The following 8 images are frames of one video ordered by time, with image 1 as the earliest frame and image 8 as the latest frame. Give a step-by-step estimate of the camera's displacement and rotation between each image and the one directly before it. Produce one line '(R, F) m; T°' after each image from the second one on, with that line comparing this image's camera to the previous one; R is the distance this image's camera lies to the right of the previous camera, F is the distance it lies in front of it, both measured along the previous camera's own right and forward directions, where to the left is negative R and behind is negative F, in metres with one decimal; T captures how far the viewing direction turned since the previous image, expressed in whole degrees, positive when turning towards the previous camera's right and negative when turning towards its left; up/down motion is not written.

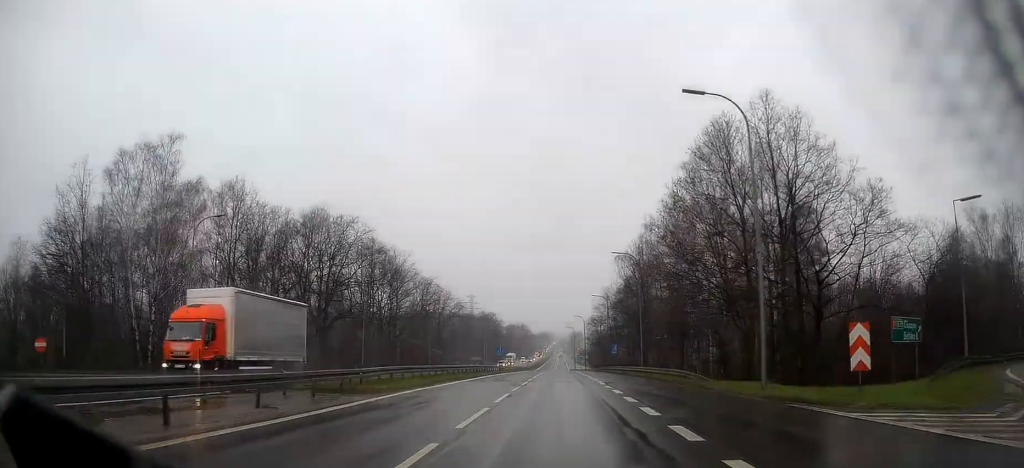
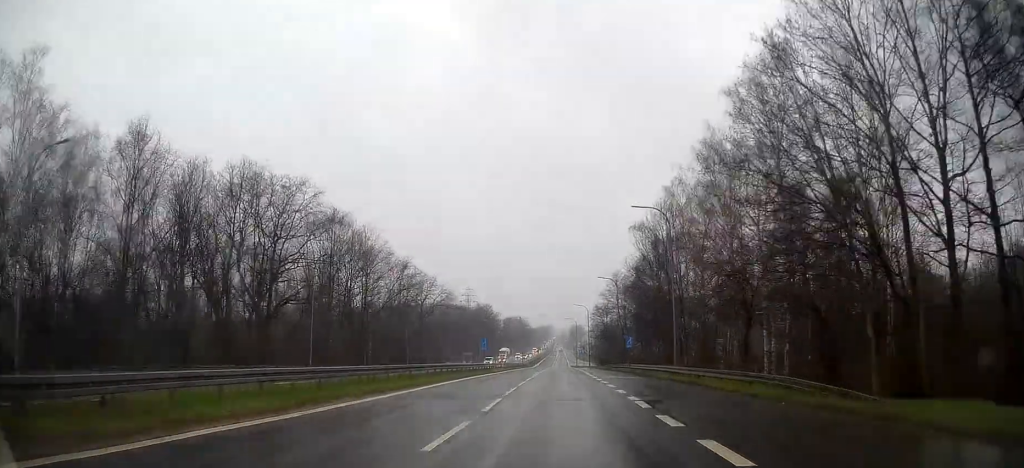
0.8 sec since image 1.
(0.0, +14.8) m; 0°
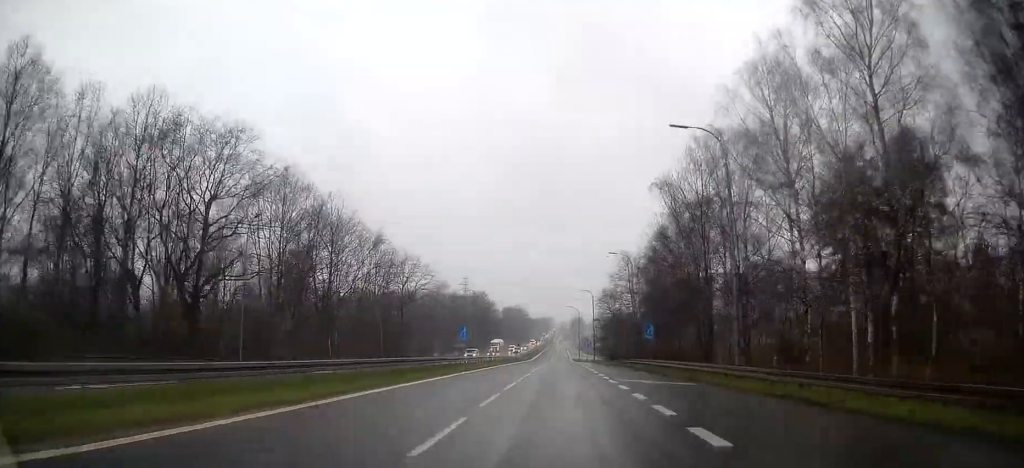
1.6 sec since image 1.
(0.0, +12.9) m; +1°
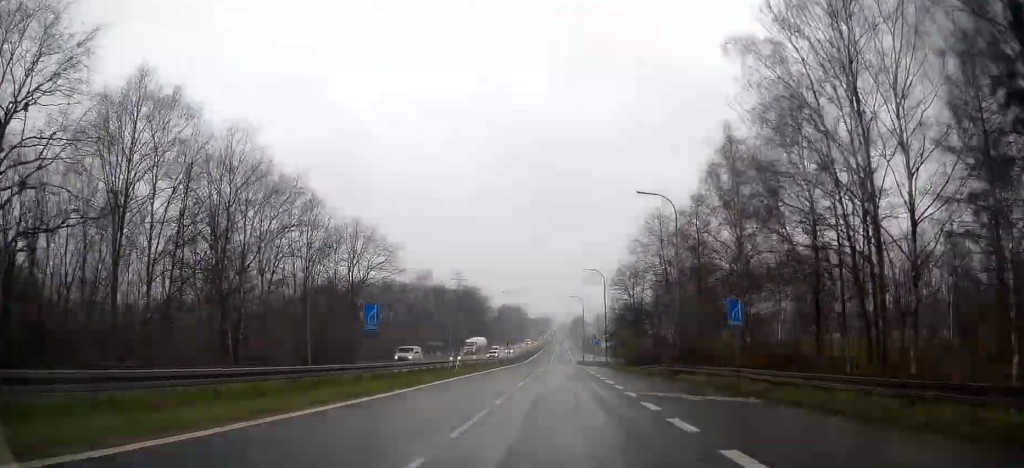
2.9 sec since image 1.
(+0.1, +22.3) m; -1°
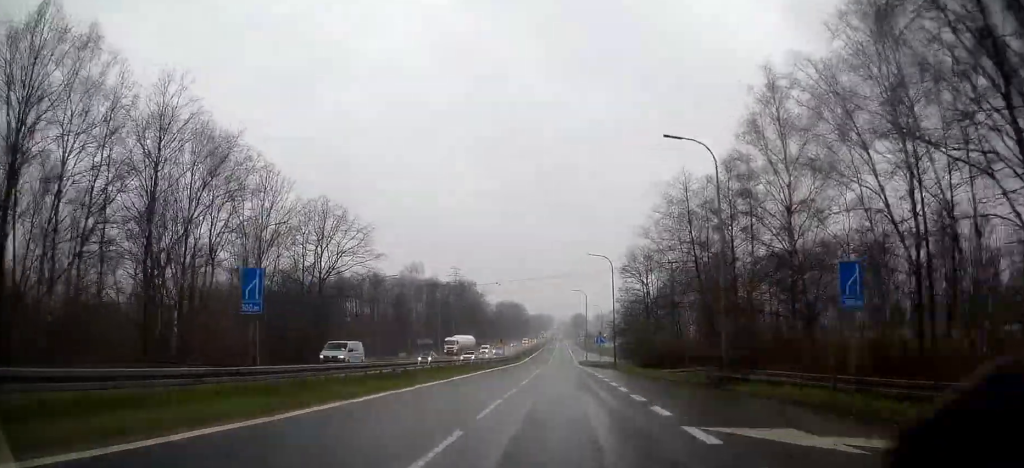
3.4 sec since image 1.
(-0.2, +9.5) m; -1°
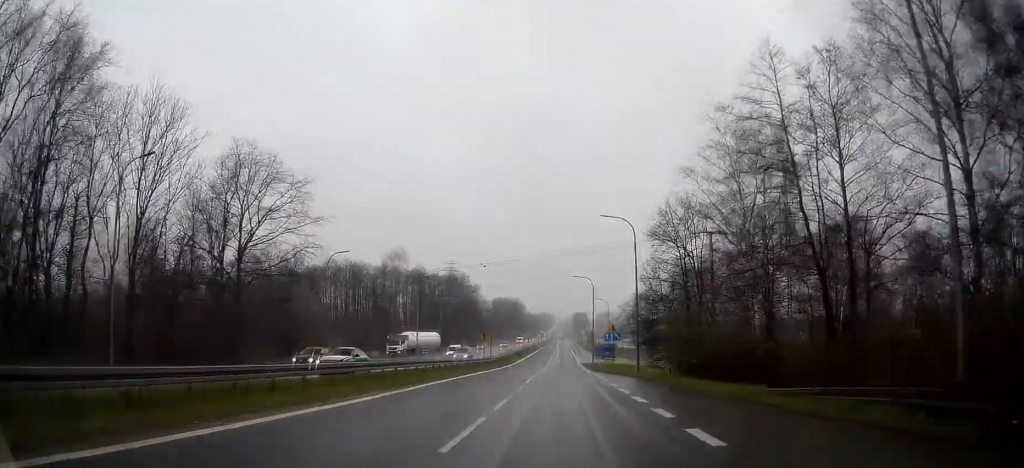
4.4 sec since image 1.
(-0.1, +16.0) m; 0°
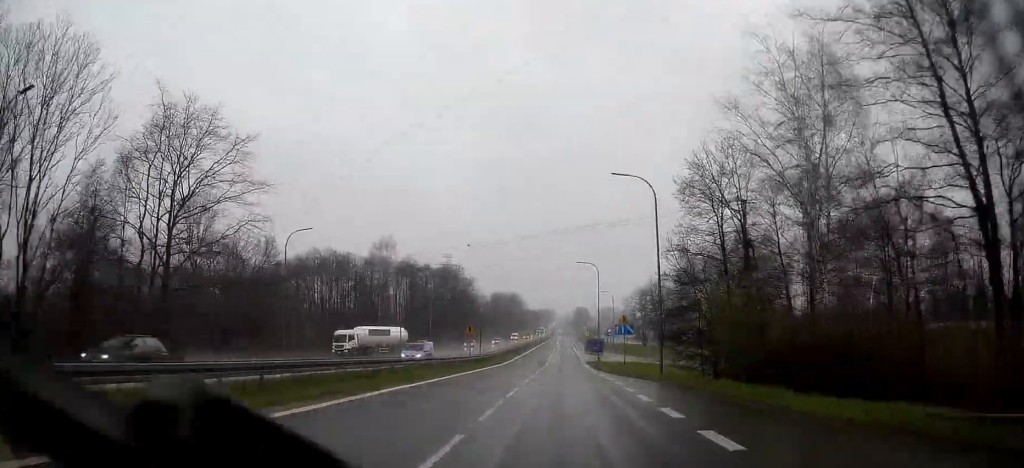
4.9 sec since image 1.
(0.0, +8.8) m; 0°
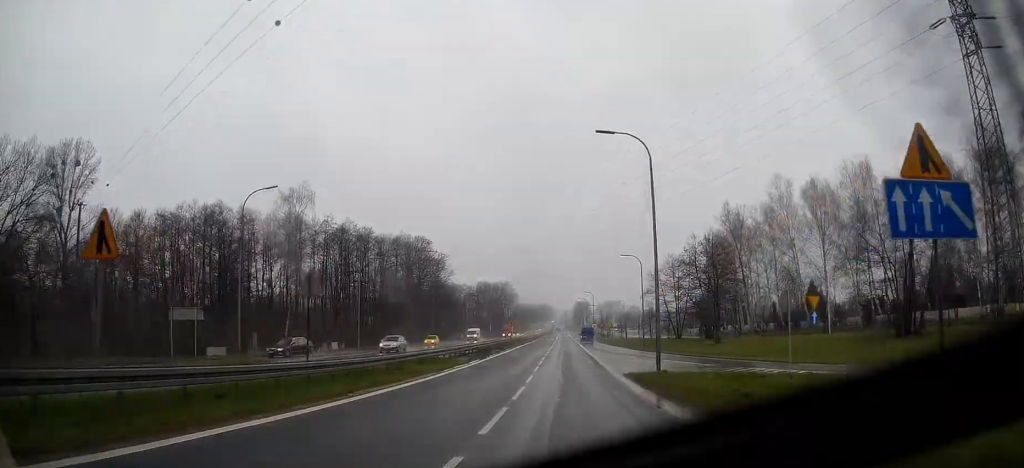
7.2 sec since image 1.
(0.0, +37.6) m; +1°
